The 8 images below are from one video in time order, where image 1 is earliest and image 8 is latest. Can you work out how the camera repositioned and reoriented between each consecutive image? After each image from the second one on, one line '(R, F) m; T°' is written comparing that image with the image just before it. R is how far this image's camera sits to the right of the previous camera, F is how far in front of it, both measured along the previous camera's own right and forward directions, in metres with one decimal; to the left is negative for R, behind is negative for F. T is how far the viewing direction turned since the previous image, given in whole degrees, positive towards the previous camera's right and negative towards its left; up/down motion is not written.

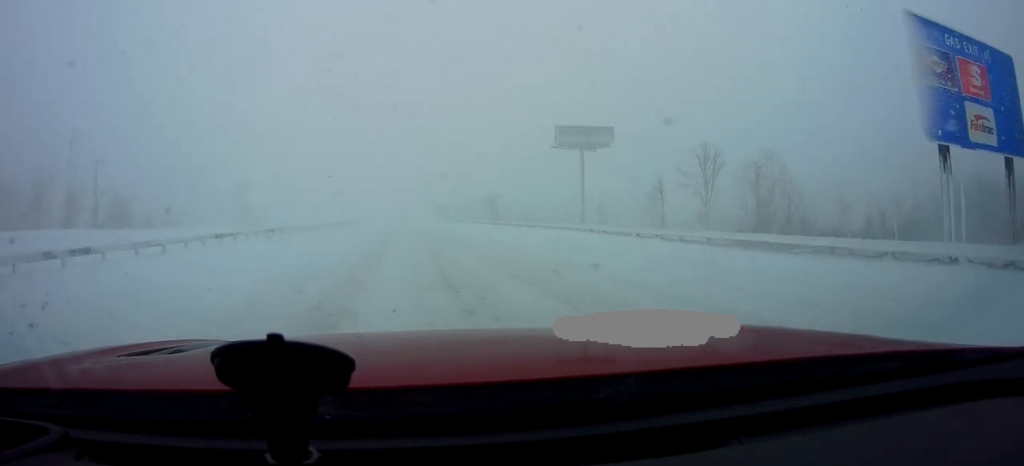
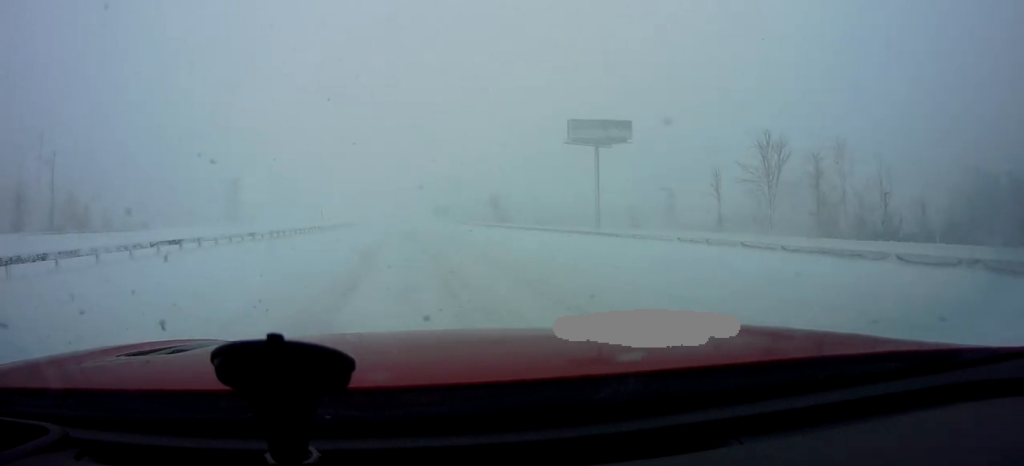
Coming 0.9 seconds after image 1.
(0.0, +12.6) m; +2°
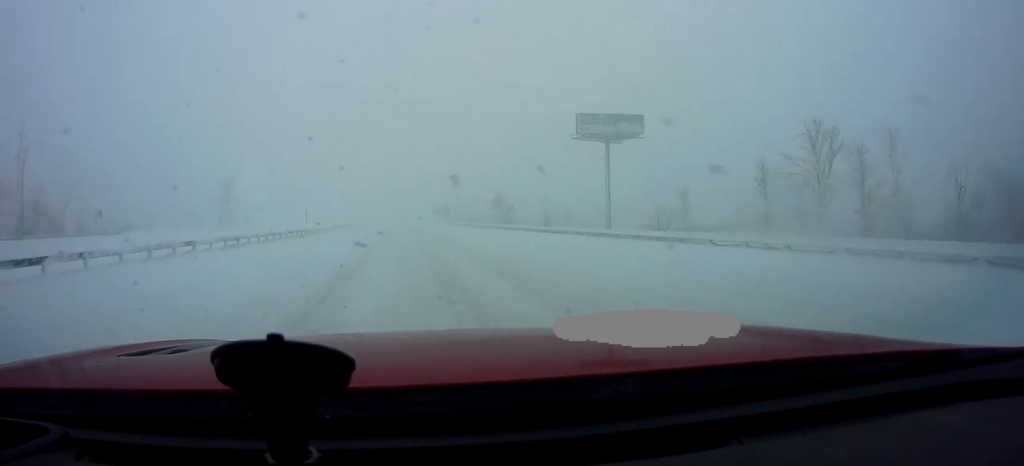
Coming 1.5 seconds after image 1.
(-0.1, +7.8) m; +2°
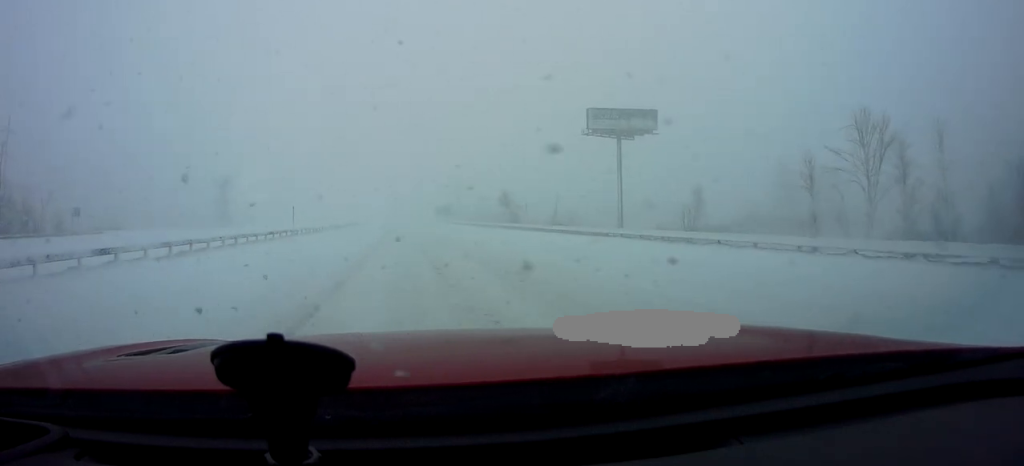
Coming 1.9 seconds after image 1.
(+0.3, +5.9) m; 0°
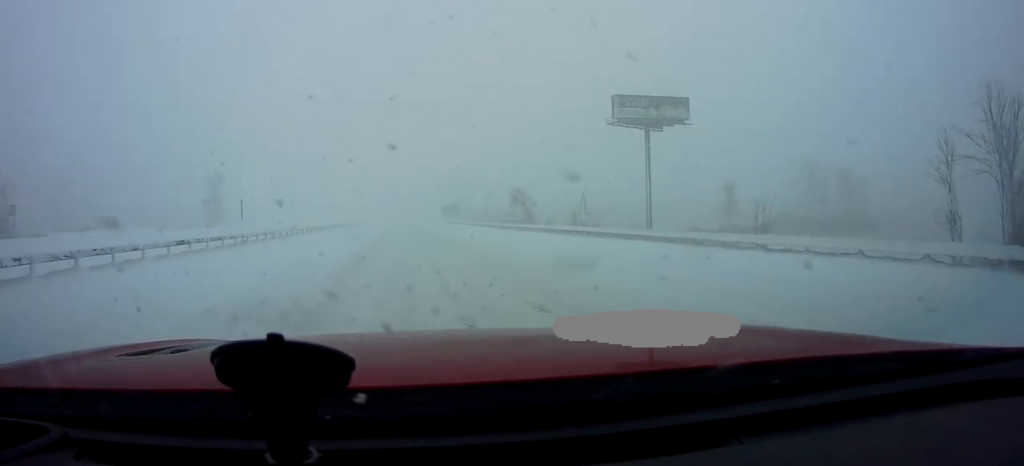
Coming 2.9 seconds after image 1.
(0.0, +13.2) m; -3°
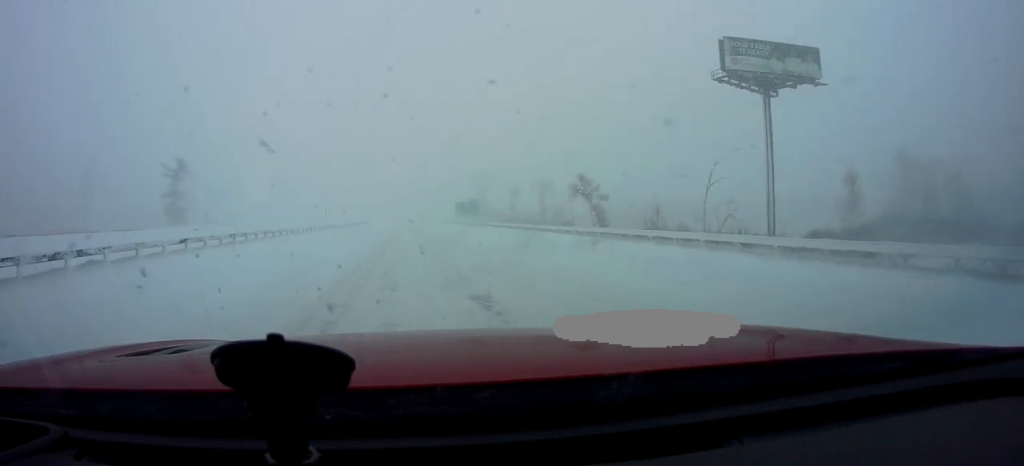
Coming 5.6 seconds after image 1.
(-1.5, +37.0) m; 0°
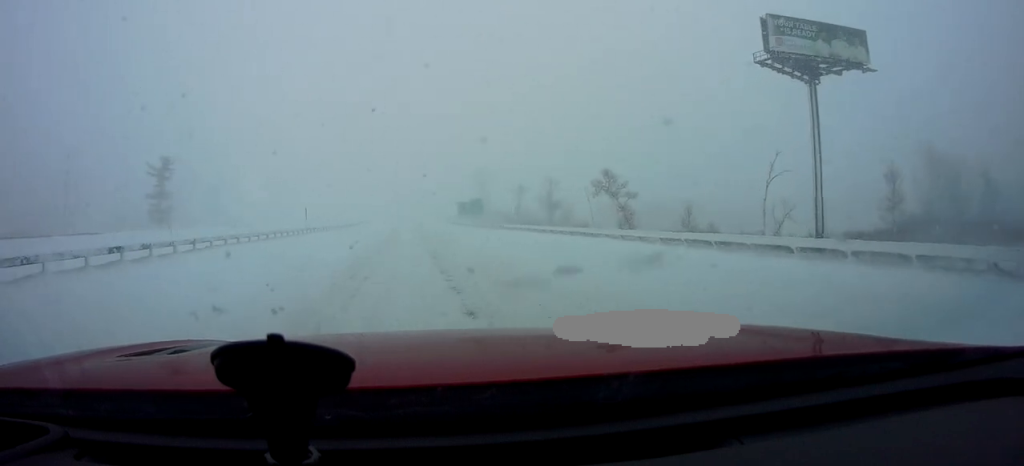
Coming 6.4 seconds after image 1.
(0.0, +10.0) m; 0°
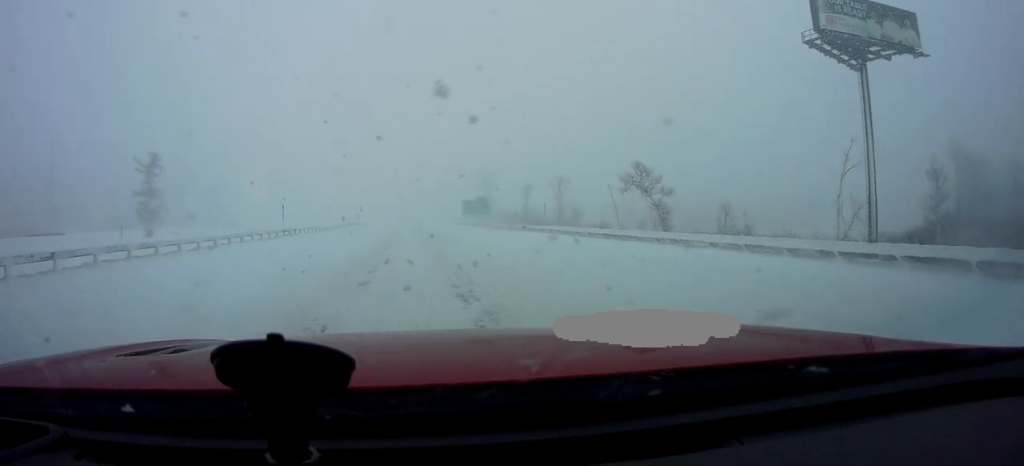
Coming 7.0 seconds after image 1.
(0.0, +8.7) m; 0°
